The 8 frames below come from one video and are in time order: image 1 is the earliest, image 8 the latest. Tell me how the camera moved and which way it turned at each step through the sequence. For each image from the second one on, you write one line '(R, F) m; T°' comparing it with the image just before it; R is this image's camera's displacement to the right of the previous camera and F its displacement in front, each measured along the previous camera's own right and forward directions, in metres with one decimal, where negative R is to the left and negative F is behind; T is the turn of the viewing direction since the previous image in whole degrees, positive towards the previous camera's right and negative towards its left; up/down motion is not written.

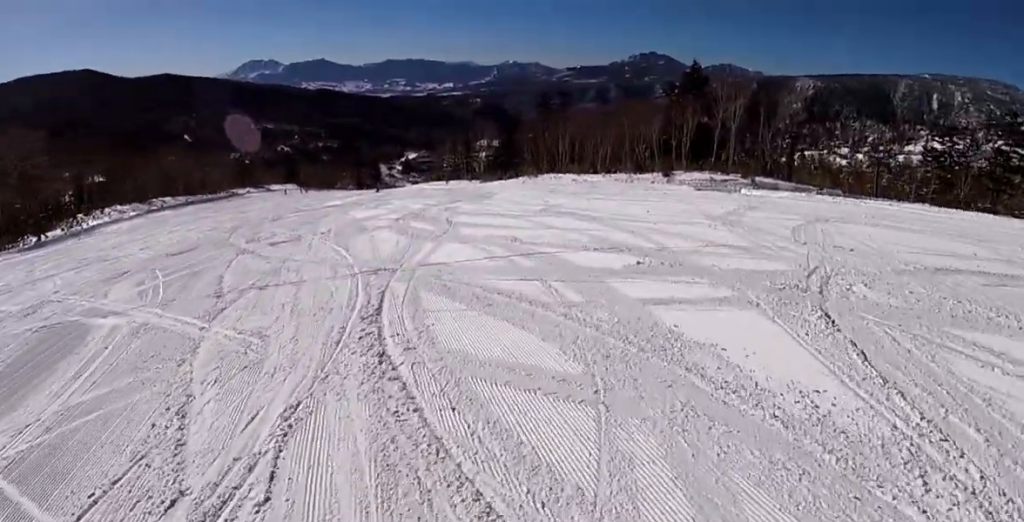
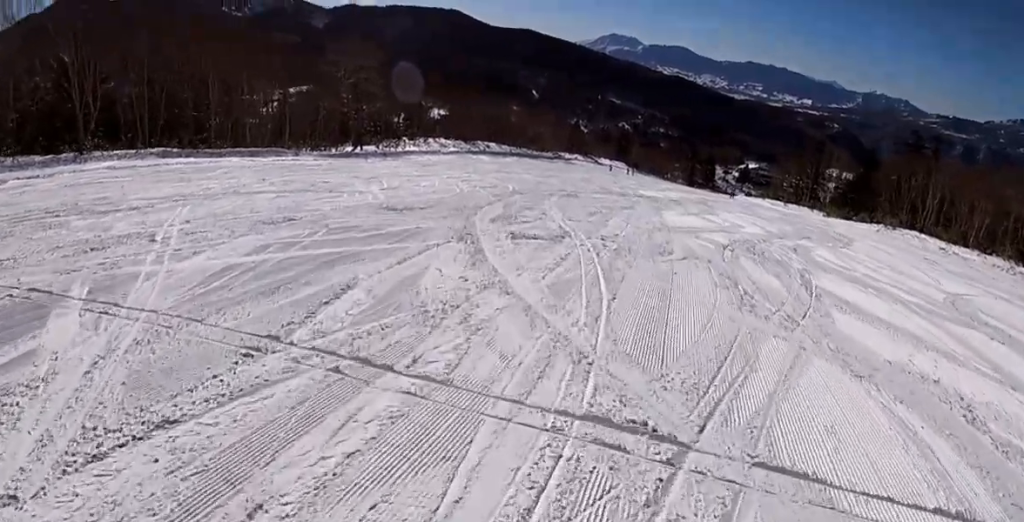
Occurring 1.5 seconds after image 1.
(-2.0, +6.5) m; -15°
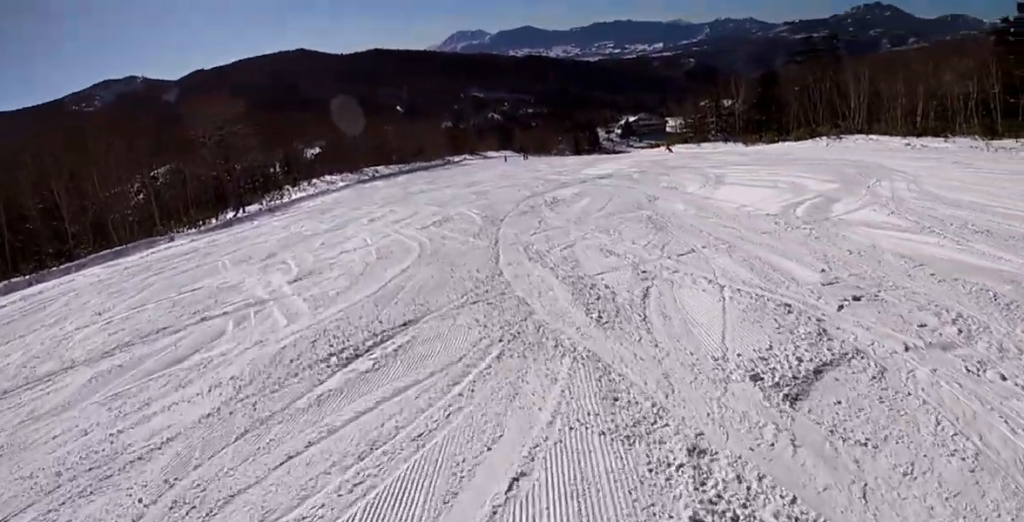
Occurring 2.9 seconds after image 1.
(+1.0, +6.5) m; +17°
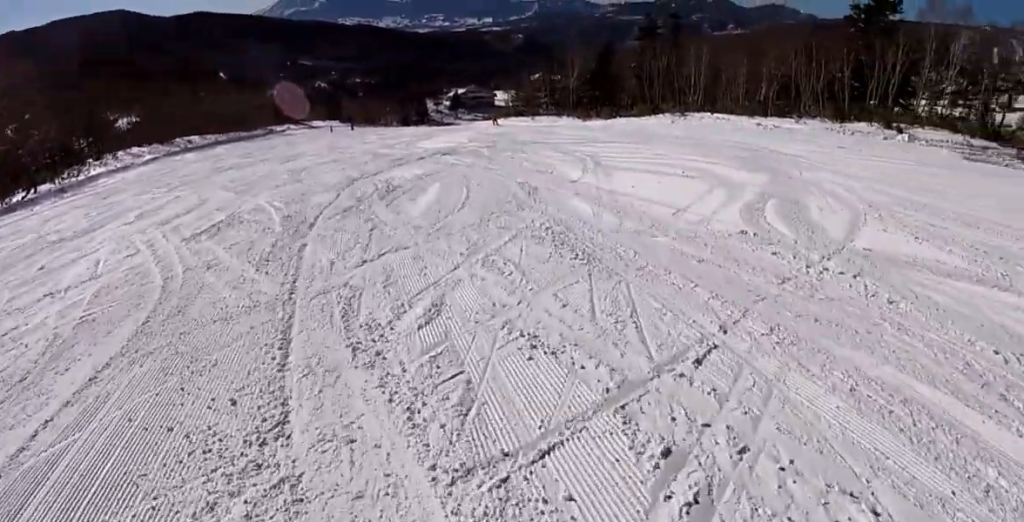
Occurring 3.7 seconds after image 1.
(0.0, +3.6) m; +14°
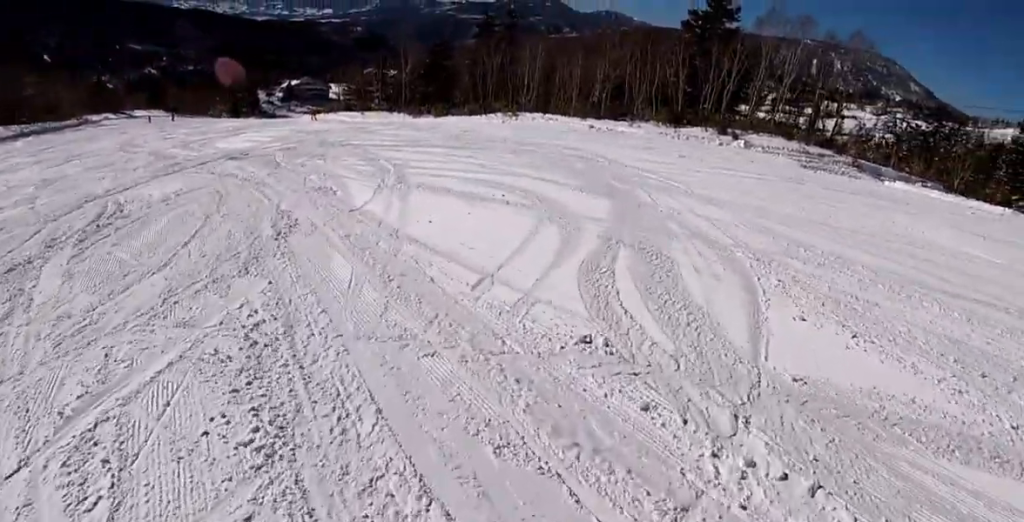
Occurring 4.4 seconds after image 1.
(+0.8, +2.9) m; +15°
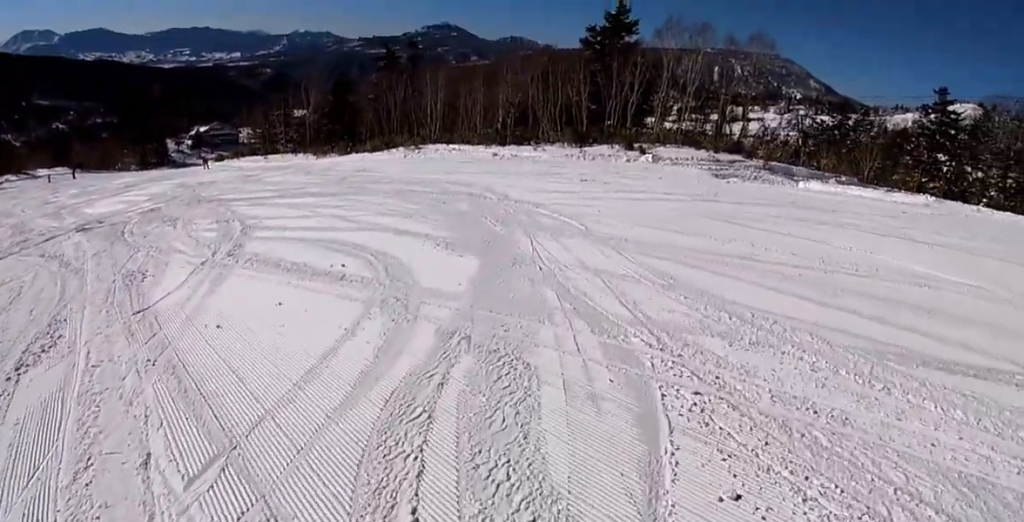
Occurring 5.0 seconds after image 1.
(+0.2, +2.5) m; +4°
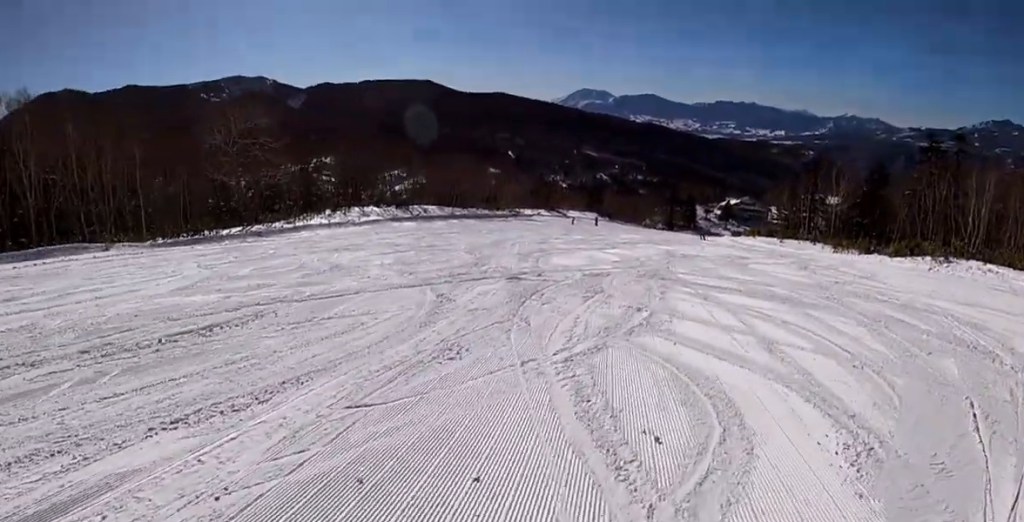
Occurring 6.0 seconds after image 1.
(+0.1, +4.0) m; -14°
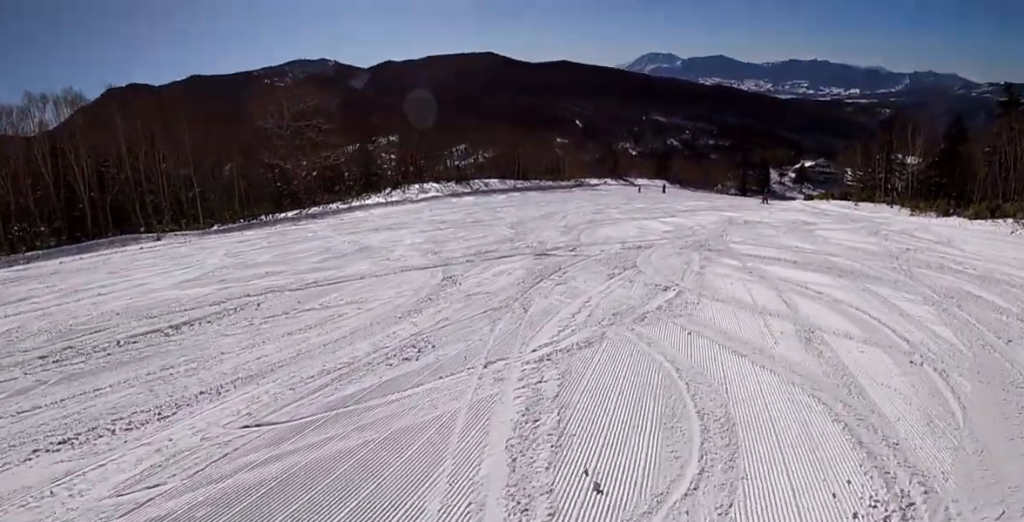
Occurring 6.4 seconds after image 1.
(+0.4, +1.5) m; -14°
